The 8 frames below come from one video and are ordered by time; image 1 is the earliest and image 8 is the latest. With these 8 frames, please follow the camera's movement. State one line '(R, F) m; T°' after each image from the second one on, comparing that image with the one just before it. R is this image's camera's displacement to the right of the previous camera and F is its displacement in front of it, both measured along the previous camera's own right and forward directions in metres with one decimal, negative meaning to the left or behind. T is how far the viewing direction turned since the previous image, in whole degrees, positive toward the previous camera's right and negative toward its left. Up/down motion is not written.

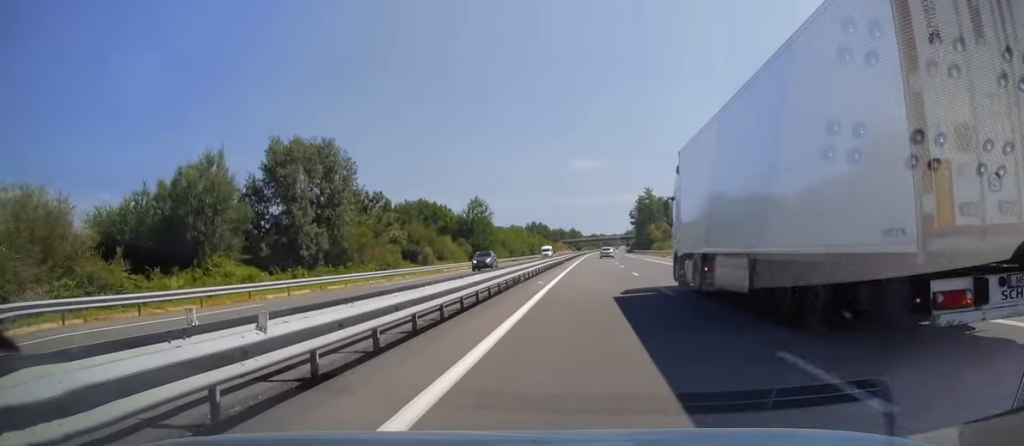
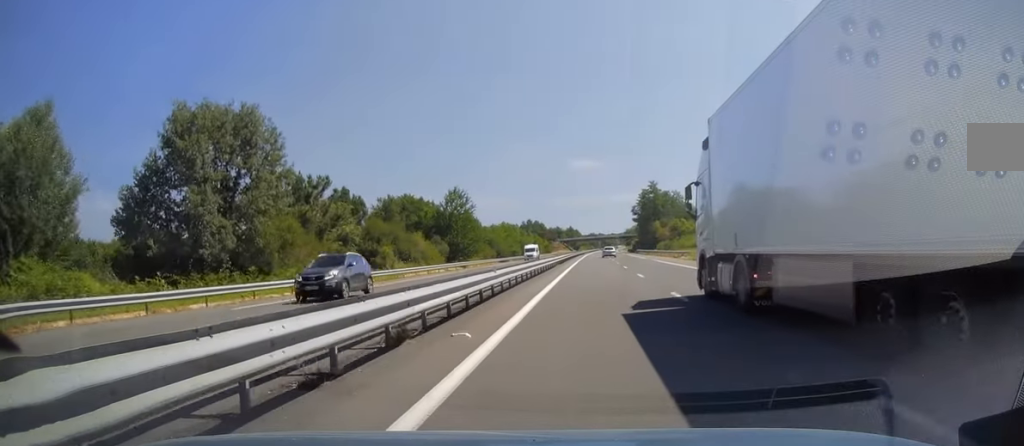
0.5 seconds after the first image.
(0.0, +15.6) m; 0°
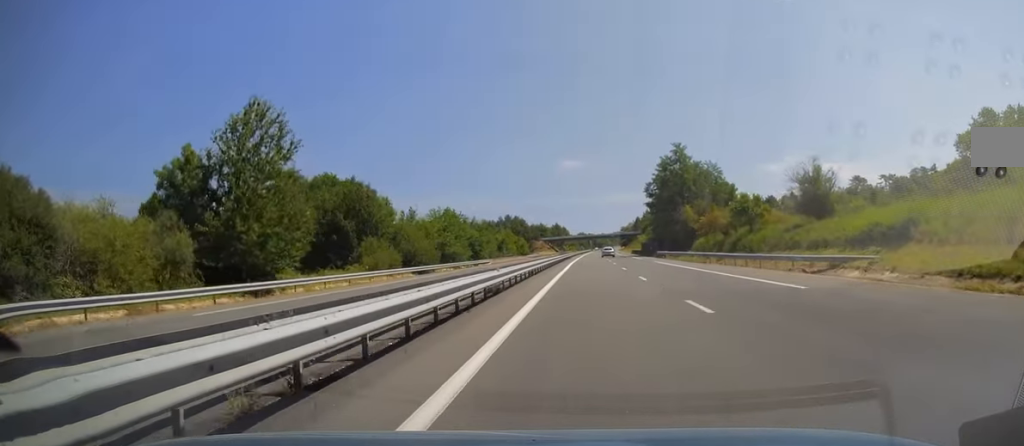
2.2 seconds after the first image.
(+0.1, +54.9) m; +1°
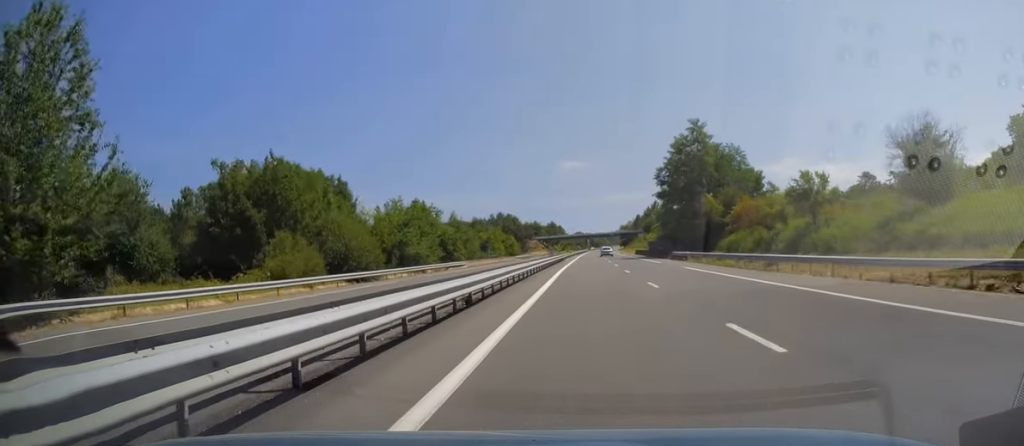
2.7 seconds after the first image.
(+0.1, +17.8) m; 0°
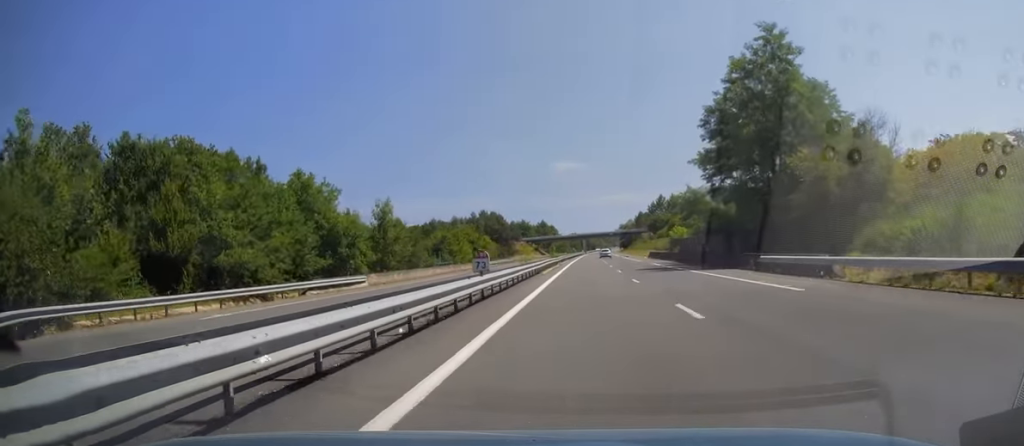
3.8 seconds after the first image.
(+0.3, +35.0) m; +1°
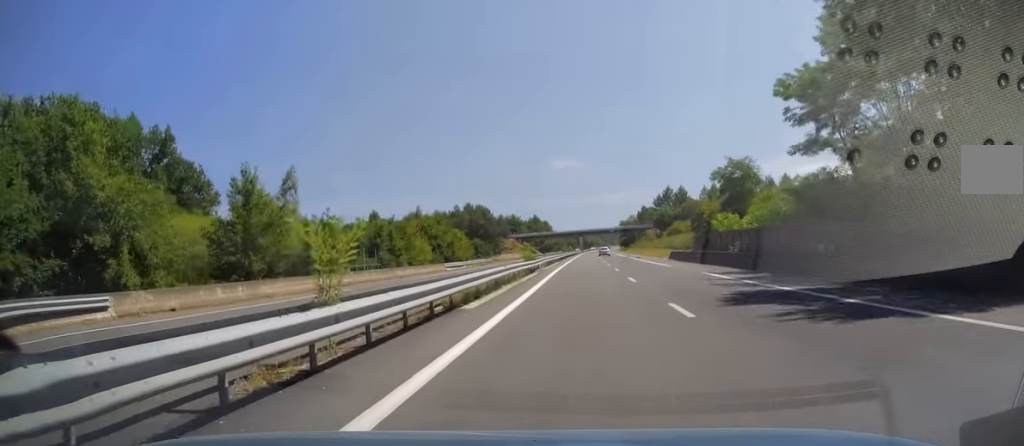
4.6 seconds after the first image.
(0.0, +25.8) m; 0°
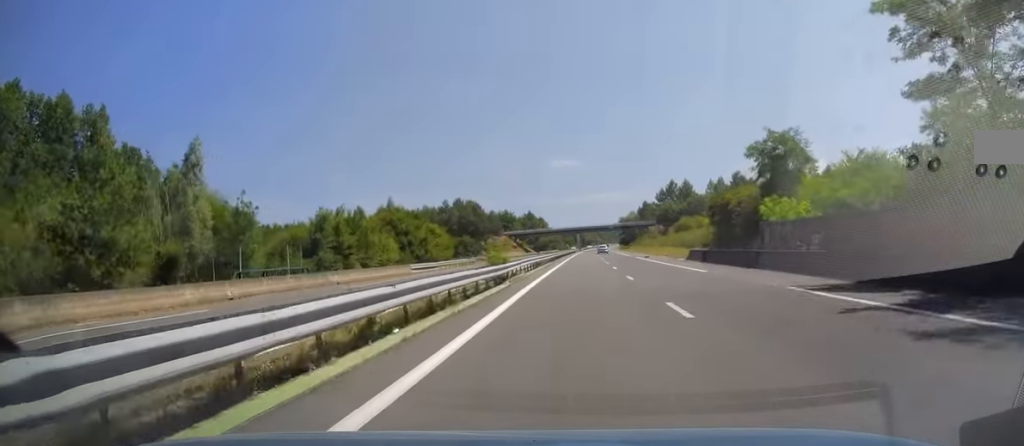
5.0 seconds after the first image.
(0.0, +13.5) m; 0°
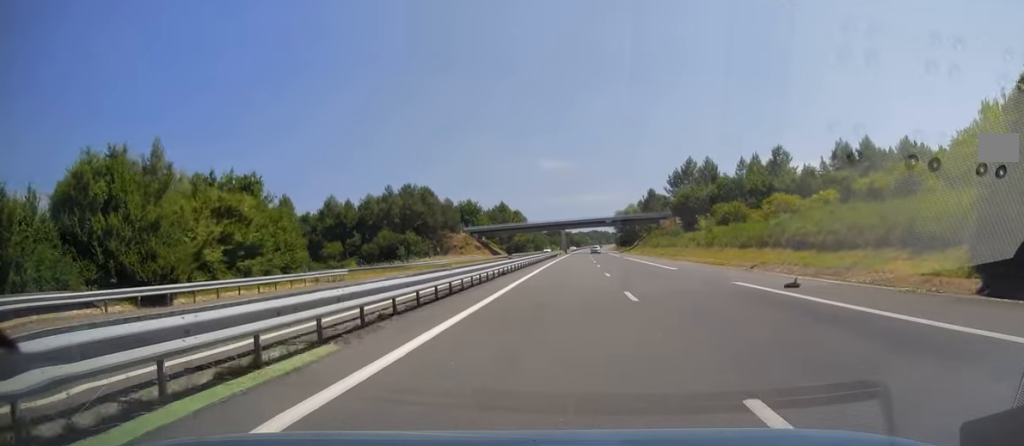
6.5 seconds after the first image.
(+0.5, +48.2) m; +1°
